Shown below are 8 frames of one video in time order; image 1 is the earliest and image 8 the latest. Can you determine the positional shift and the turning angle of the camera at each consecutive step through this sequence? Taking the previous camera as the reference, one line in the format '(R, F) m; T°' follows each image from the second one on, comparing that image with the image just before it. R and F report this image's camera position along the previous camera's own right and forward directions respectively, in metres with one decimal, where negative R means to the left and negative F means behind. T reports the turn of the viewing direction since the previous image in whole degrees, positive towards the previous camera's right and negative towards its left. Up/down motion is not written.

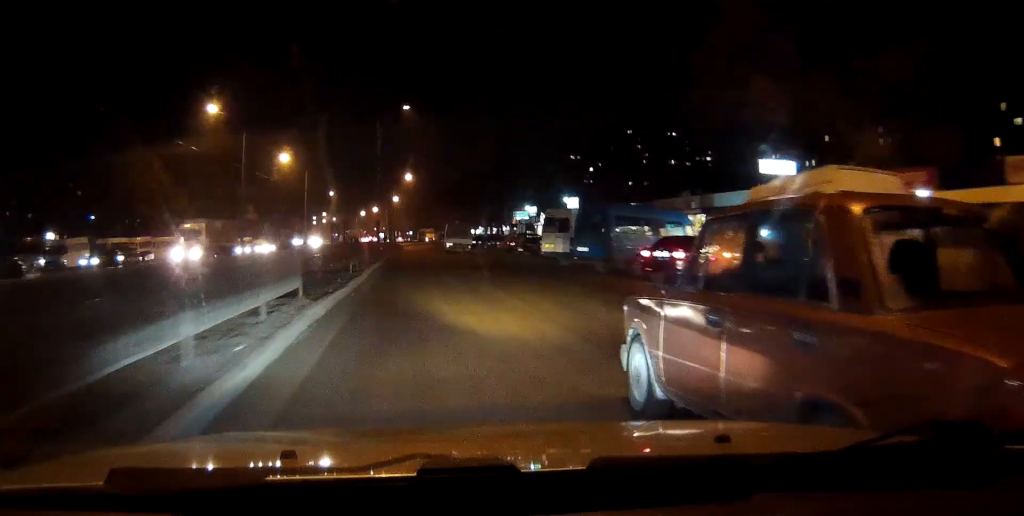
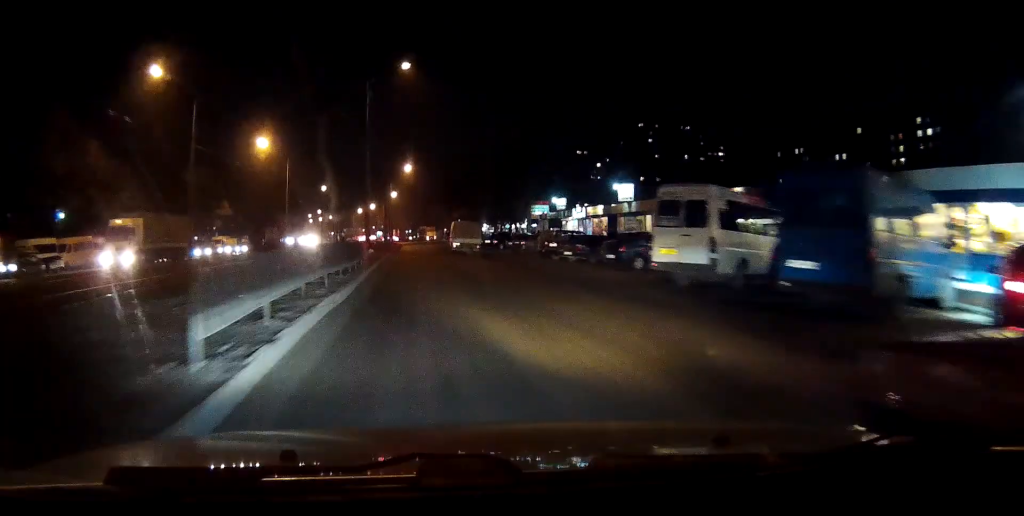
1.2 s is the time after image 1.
(+0.1, +15.2) m; +1°
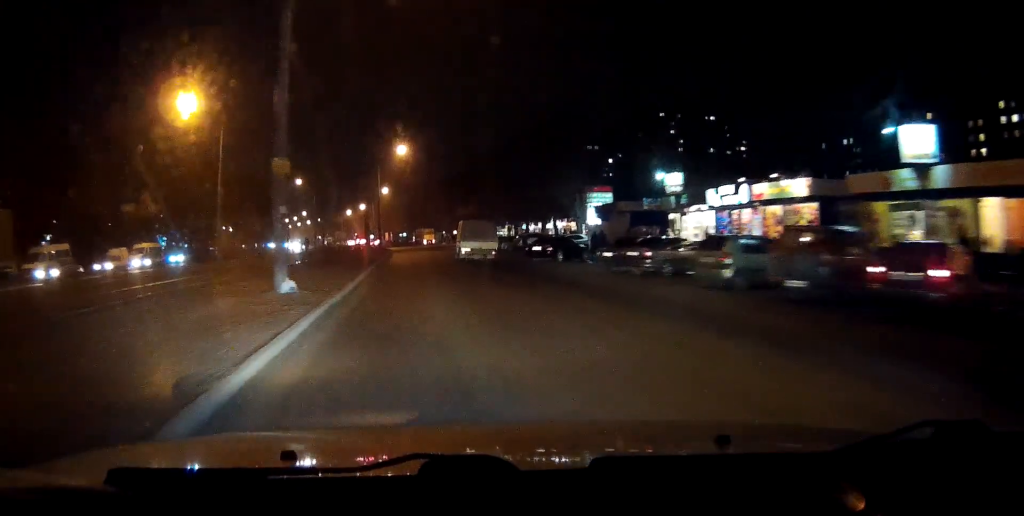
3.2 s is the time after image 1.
(+0.4, +29.2) m; +1°
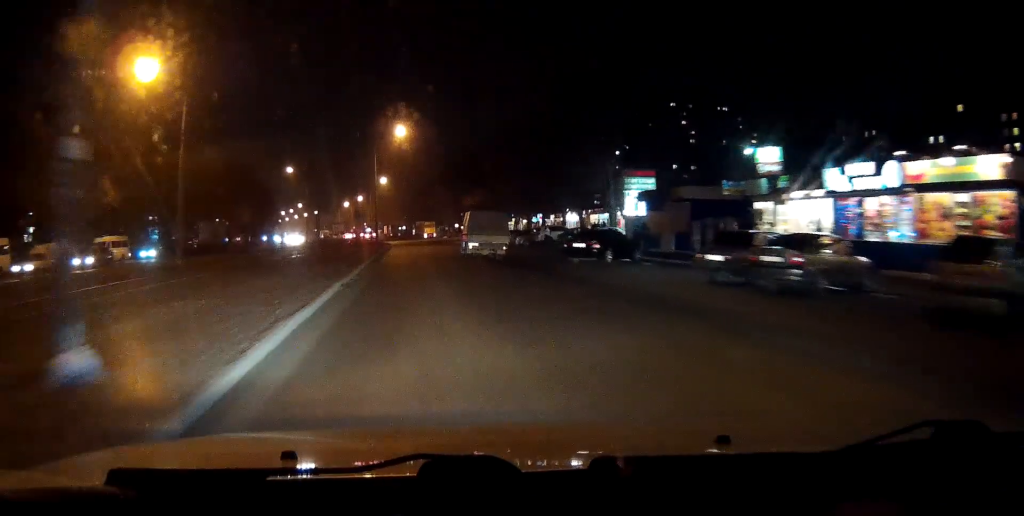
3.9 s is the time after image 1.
(0.0, +10.3) m; 0°
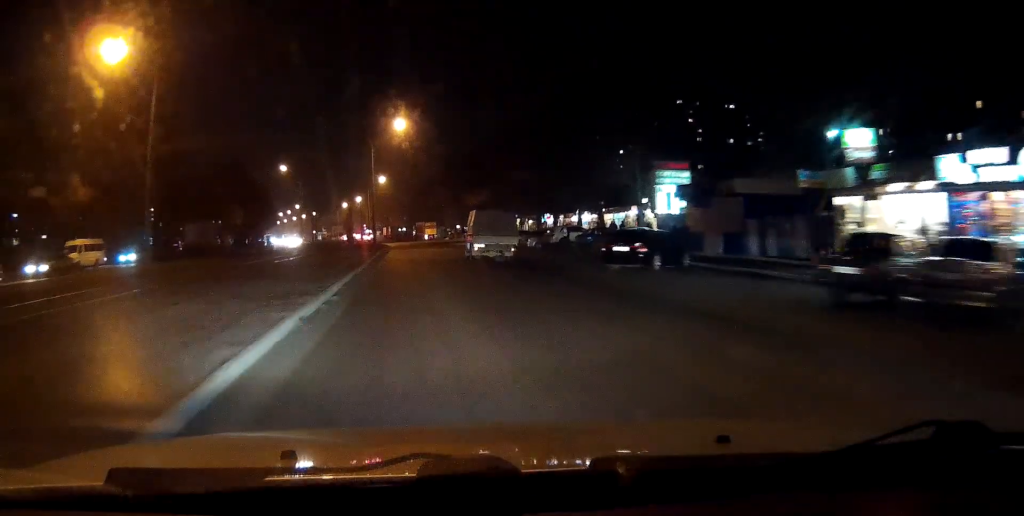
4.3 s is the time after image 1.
(0.0, +6.3) m; 0°
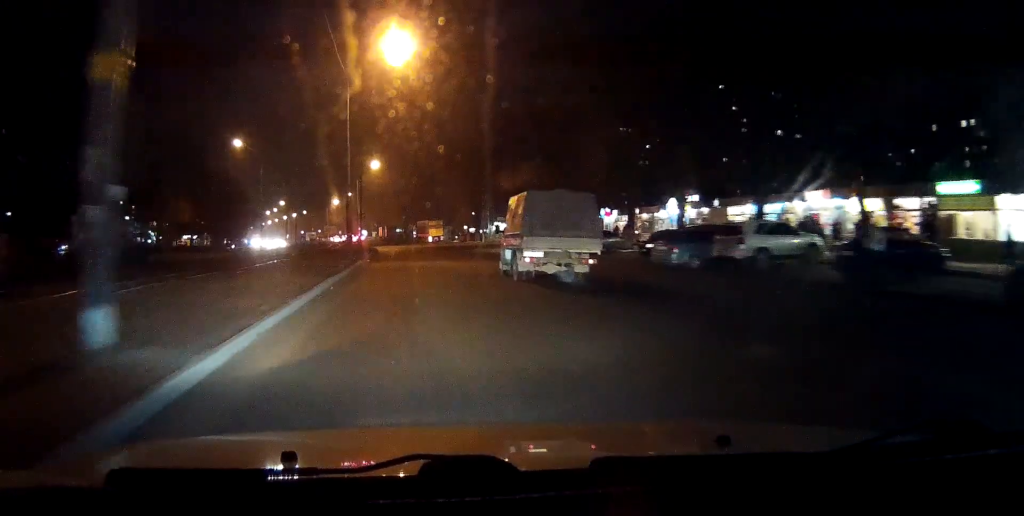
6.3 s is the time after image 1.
(-0.1, +32.4) m; 0°
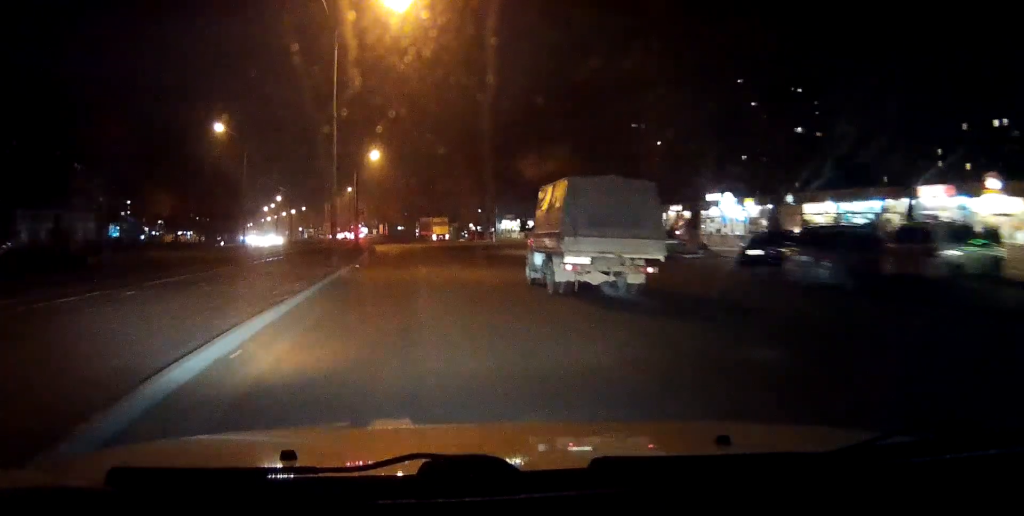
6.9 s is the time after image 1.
(0.0, +10.1) m; 0°
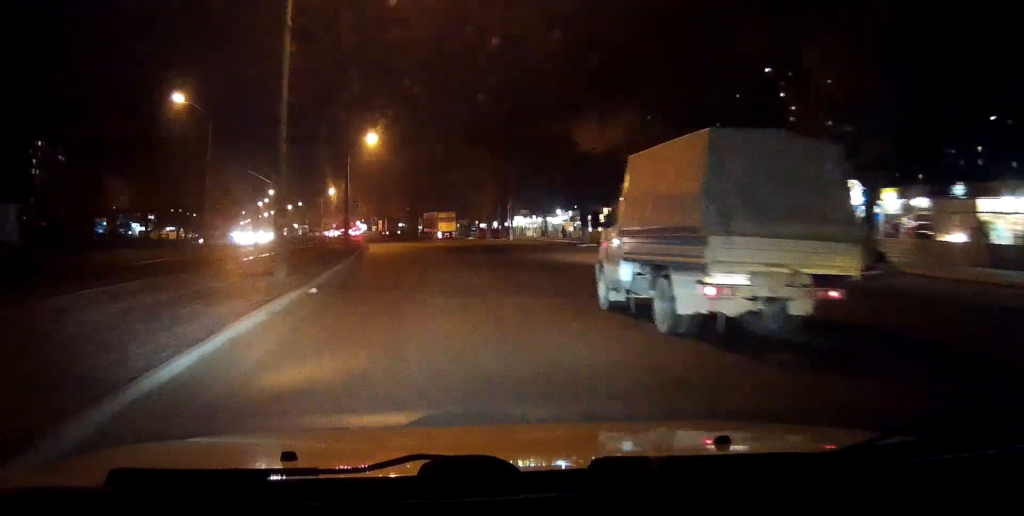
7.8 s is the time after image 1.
(0.0, +15.1) m; 0°
